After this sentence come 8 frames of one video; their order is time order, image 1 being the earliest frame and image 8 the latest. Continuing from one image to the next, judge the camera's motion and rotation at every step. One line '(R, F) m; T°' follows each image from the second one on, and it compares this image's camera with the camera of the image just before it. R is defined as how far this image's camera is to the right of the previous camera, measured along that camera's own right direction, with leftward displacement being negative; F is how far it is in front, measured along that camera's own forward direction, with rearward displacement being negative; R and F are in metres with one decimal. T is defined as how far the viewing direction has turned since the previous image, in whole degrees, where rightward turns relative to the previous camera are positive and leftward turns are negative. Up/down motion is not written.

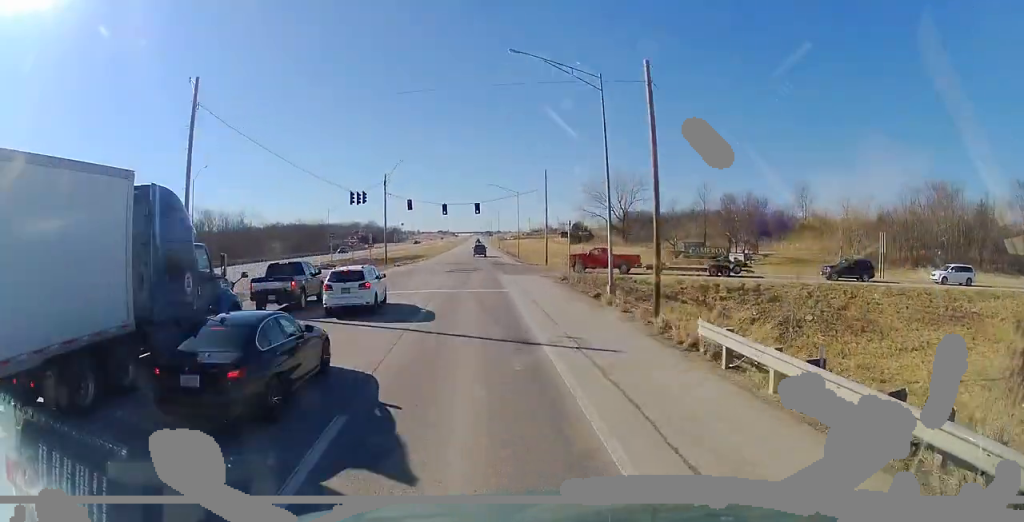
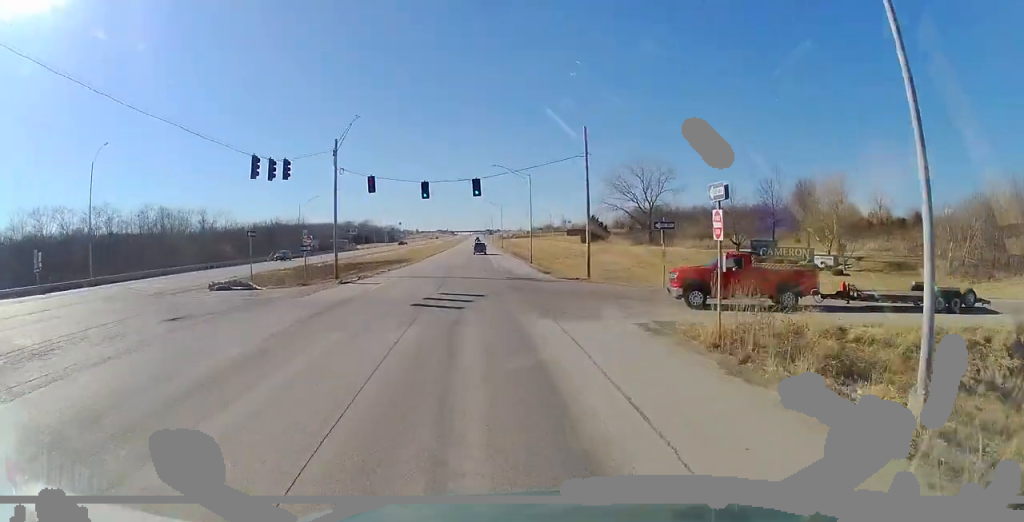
(+0.7, +23.2) m; +3°
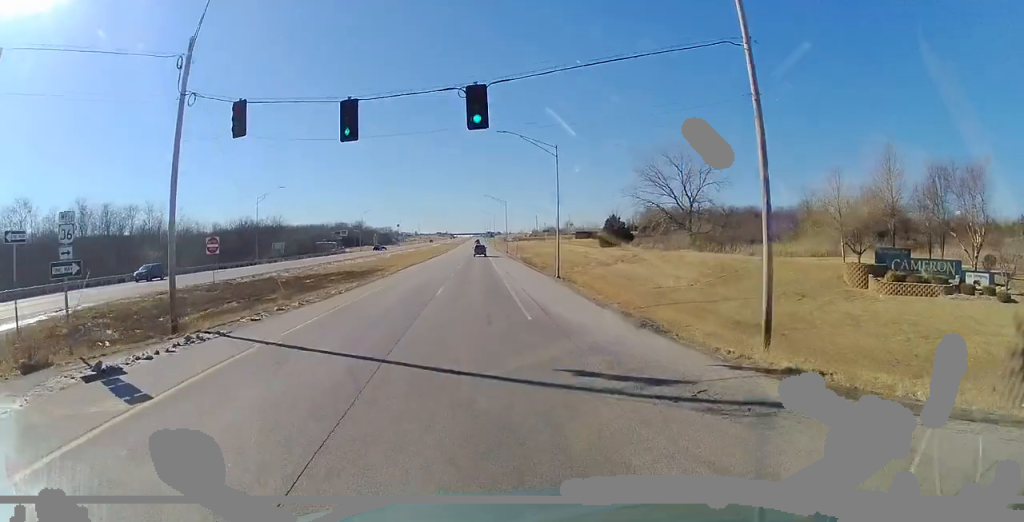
(+0.2, +24.1) m; +1°
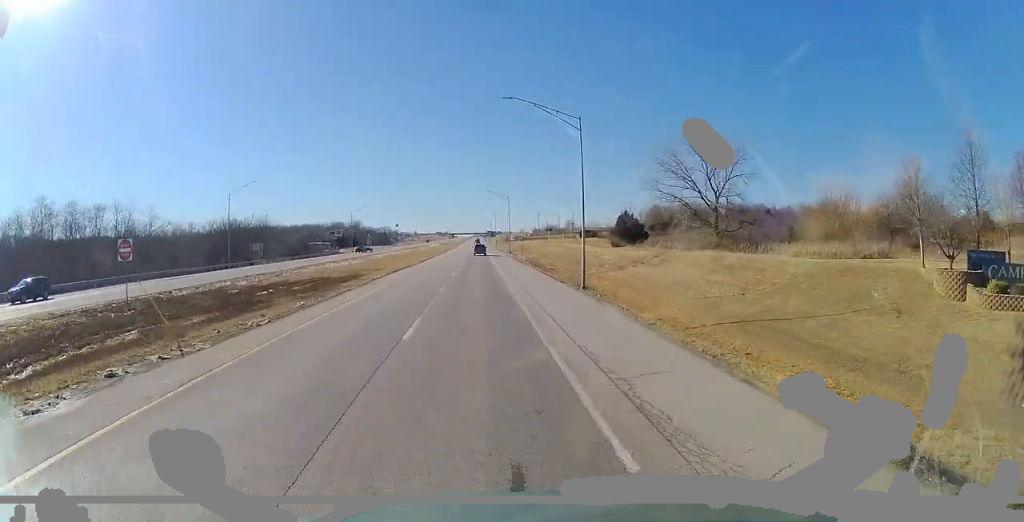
(+0.1, +11.6) m; 0°
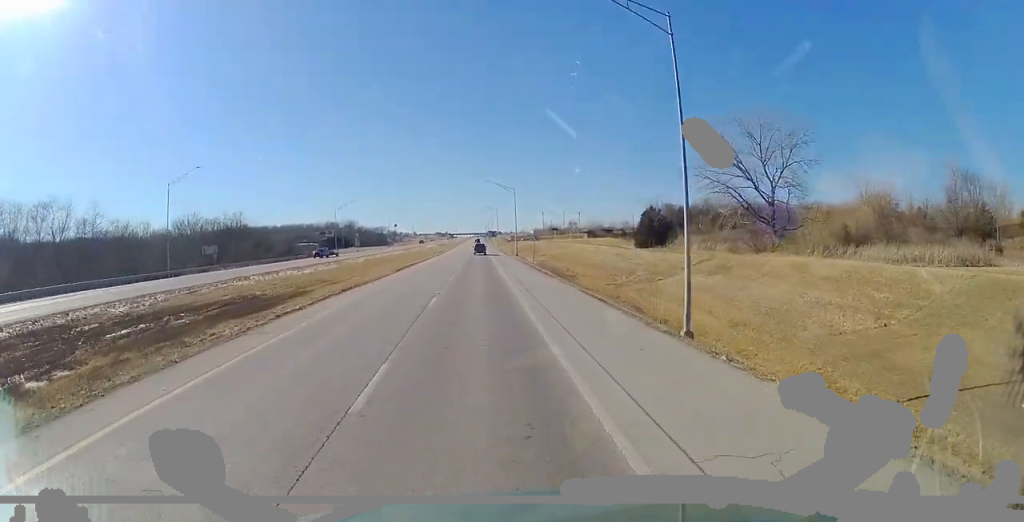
(+0.1, +18.8) m; 0°
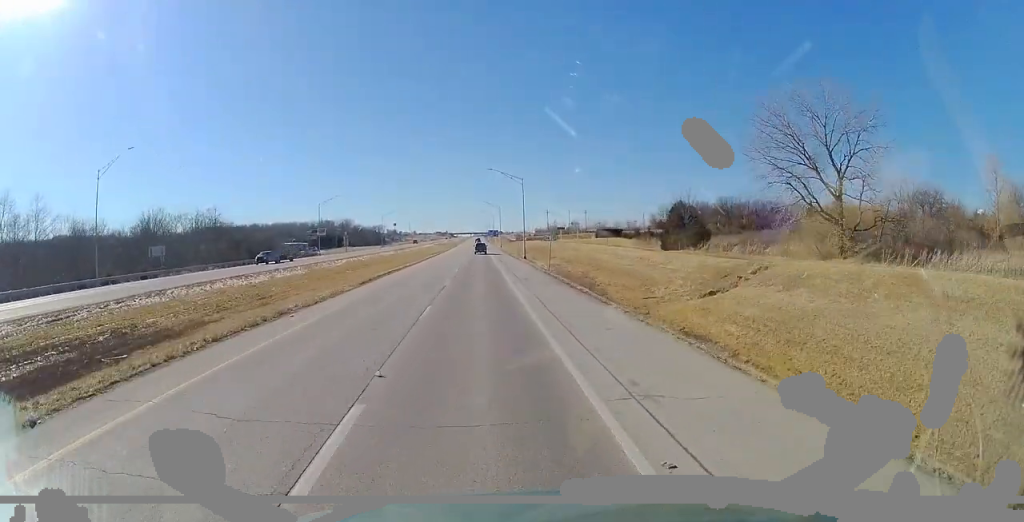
(0.0, +15.6) m; 0°
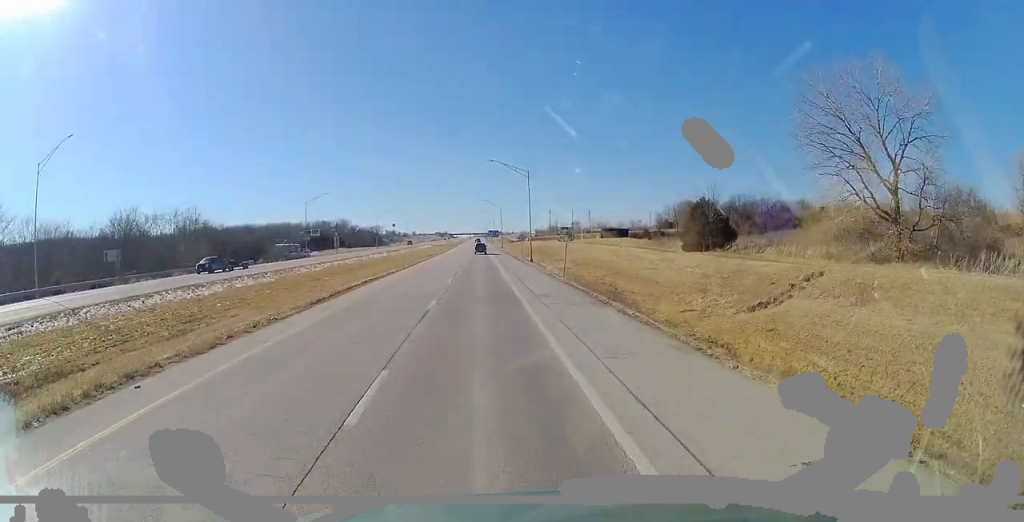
(0.0, +10.1) m; 0°
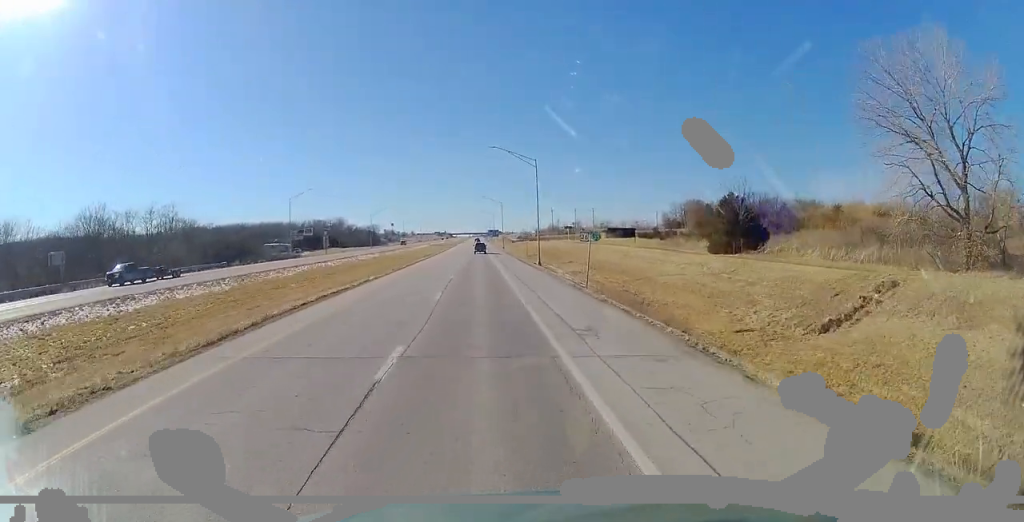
(0.0, +10.1) m; 0°
